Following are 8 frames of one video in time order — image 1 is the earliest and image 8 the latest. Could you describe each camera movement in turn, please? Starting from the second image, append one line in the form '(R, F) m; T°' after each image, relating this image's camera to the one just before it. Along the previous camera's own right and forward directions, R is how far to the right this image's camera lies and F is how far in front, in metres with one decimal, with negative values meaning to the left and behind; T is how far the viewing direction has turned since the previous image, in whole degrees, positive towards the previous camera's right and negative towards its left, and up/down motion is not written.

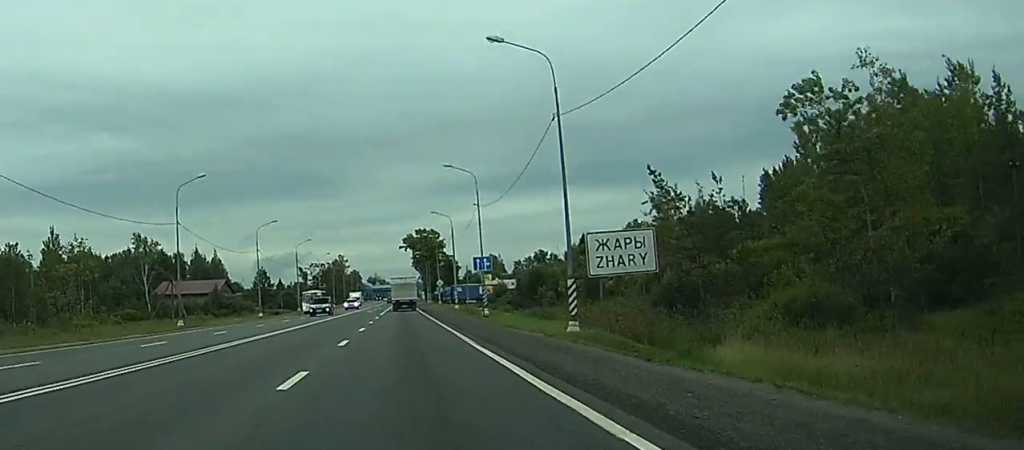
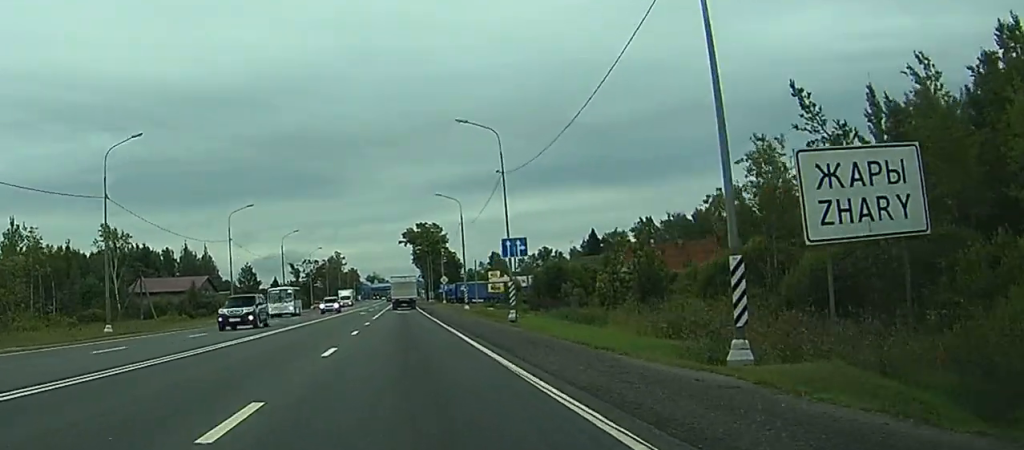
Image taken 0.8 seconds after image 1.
(0.0, +16.7) m; 0°
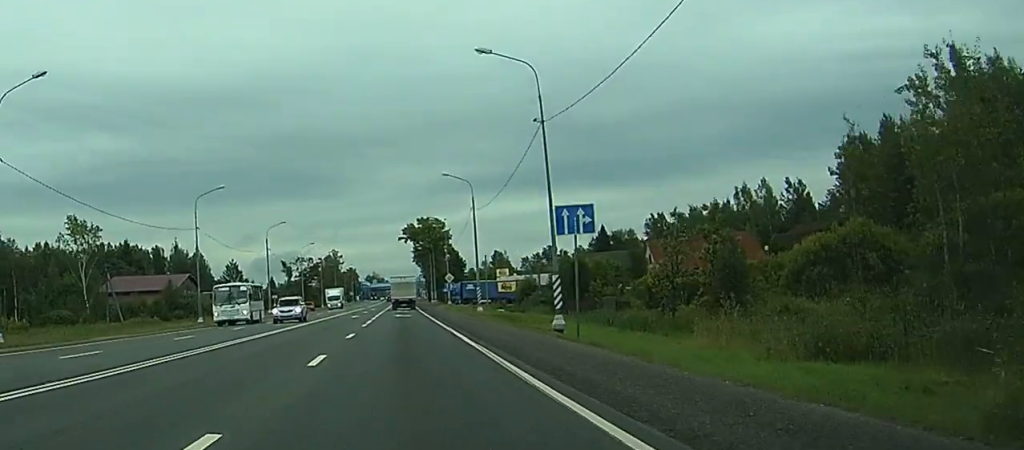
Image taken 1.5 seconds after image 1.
(0.0, +14.4) m; -1°
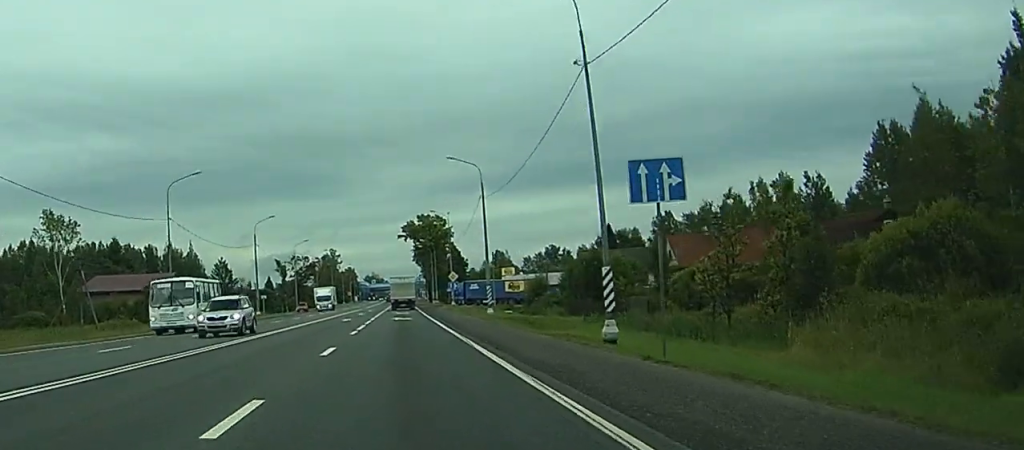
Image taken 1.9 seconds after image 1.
(0.0, +8.9) m; 0°
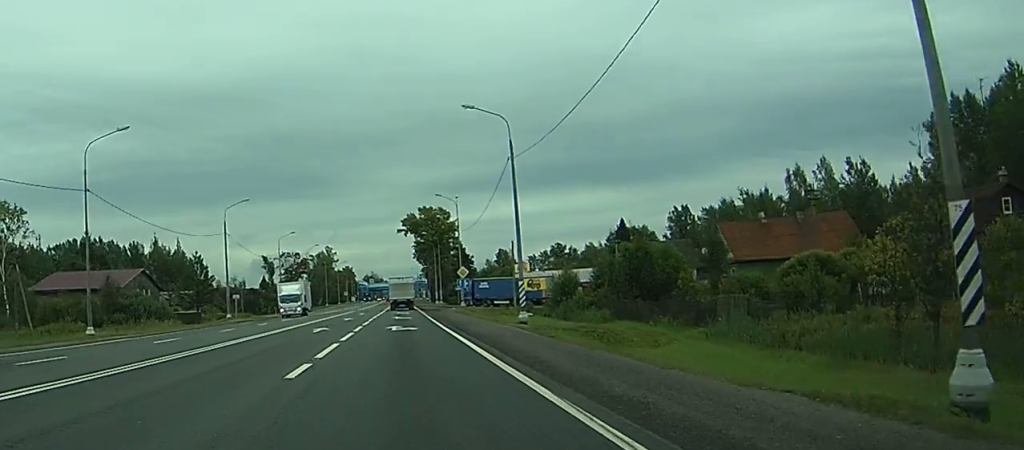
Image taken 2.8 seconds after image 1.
(-0.1, +17.6) m; 0°
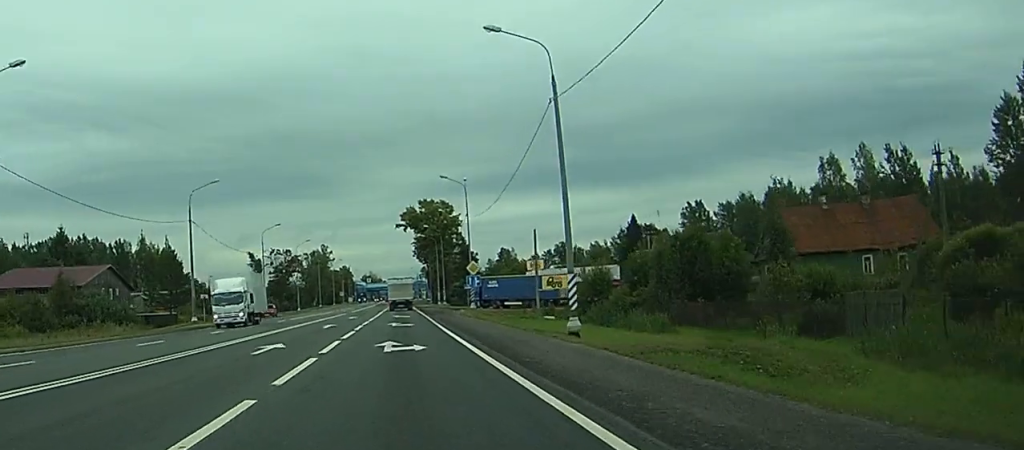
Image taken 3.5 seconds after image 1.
(+0.1, +14.1) m; +1°
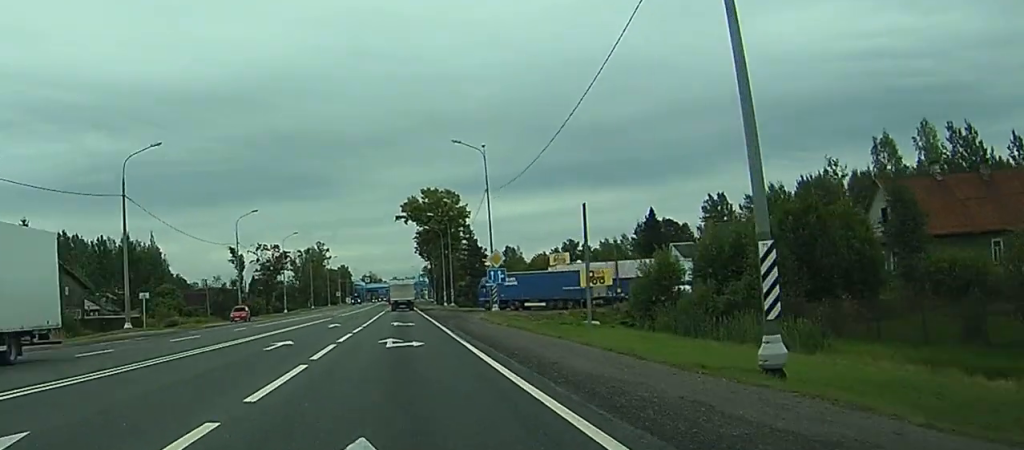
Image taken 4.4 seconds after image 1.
(+0.1, +18.0) m; 0°
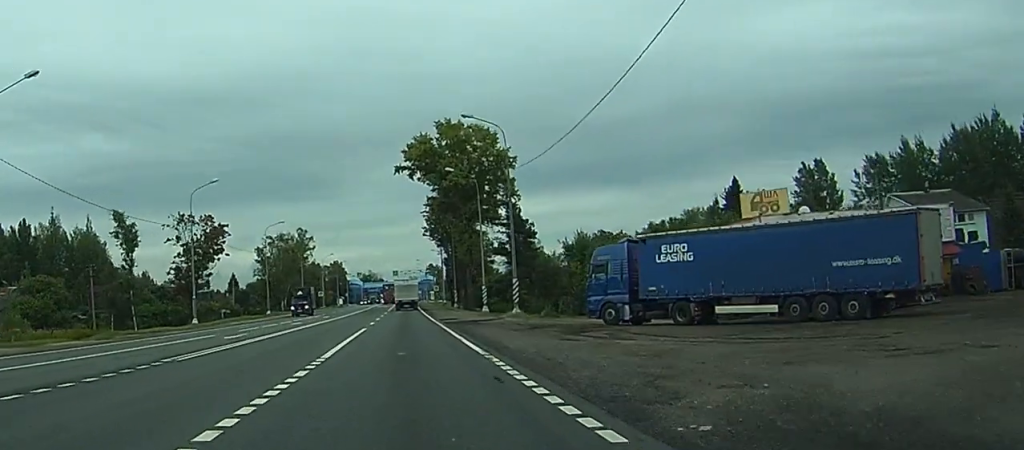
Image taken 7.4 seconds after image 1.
(-0.2, +57.8) m; 0°
